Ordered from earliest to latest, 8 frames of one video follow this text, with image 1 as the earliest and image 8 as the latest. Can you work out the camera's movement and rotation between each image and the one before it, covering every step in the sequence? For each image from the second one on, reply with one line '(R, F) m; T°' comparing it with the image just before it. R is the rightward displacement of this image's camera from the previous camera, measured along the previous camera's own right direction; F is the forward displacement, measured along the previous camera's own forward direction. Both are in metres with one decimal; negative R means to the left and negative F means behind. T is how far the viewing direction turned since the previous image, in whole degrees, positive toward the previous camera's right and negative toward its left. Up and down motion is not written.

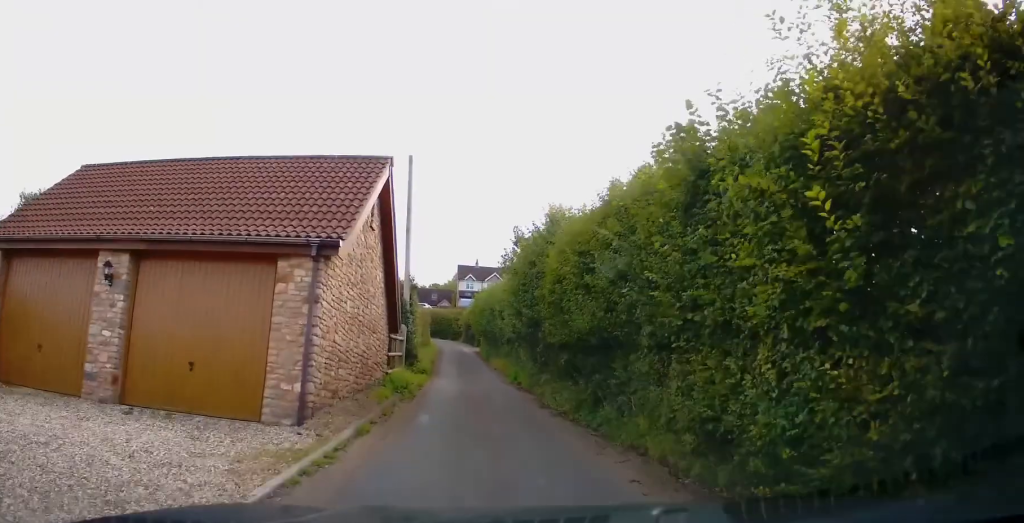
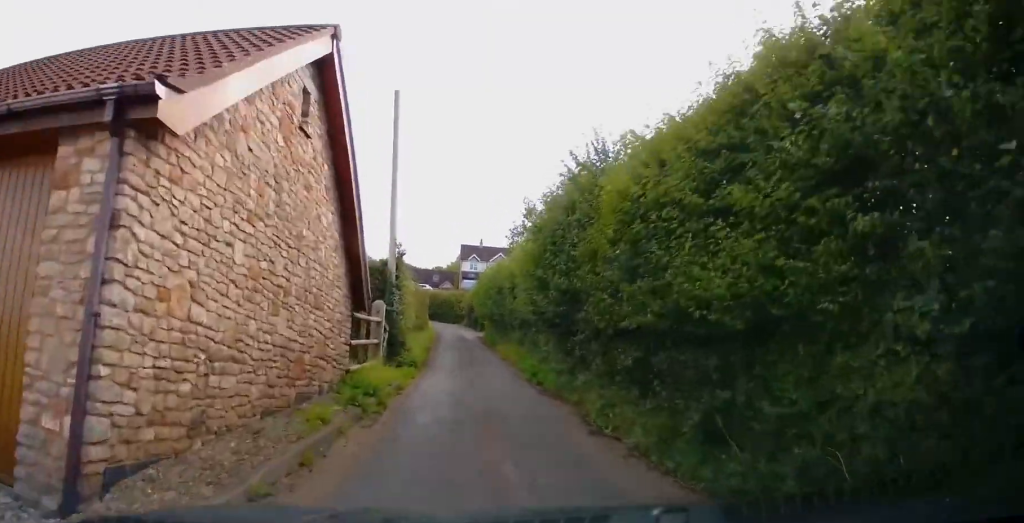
(+0.2, +5.6) m; +2°
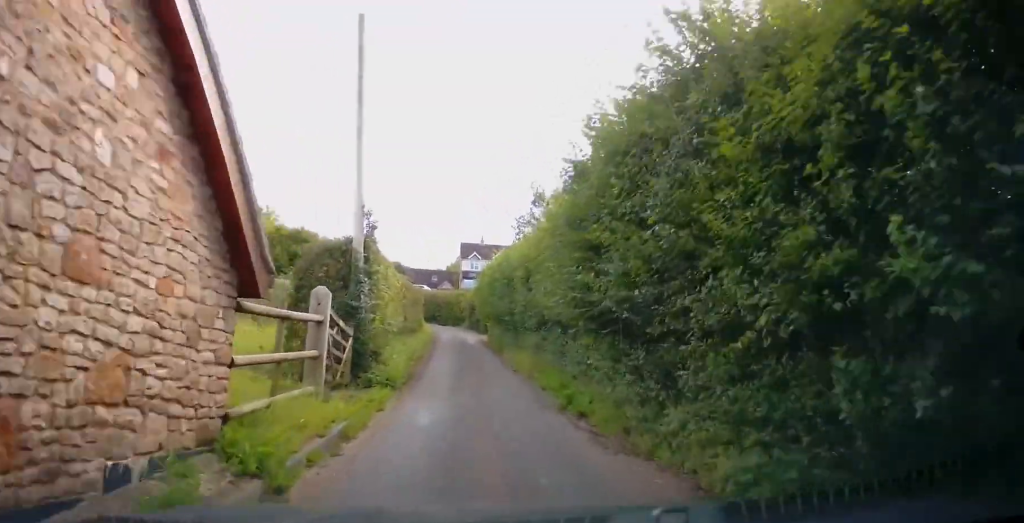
(0.0, +5.1) m; 0°
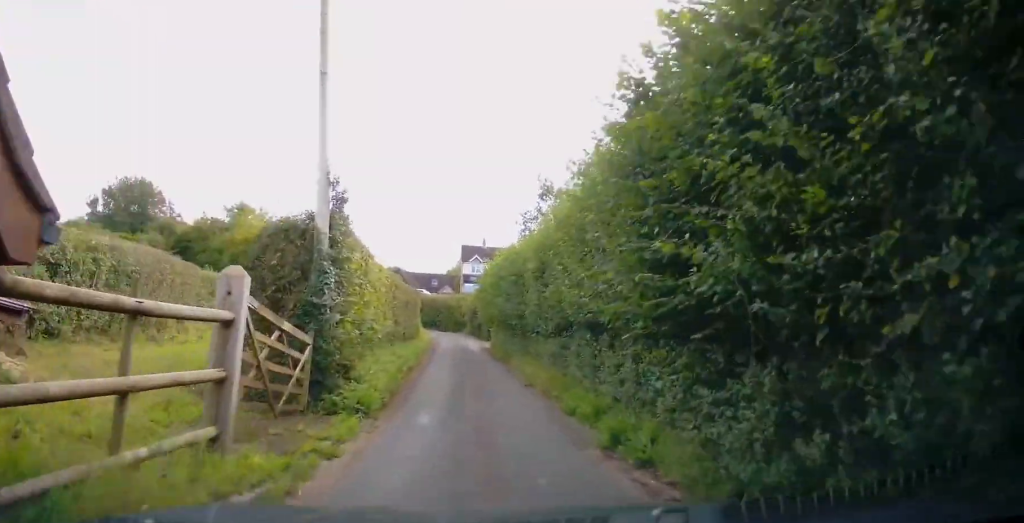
(0.0, +3.2) m; 0°
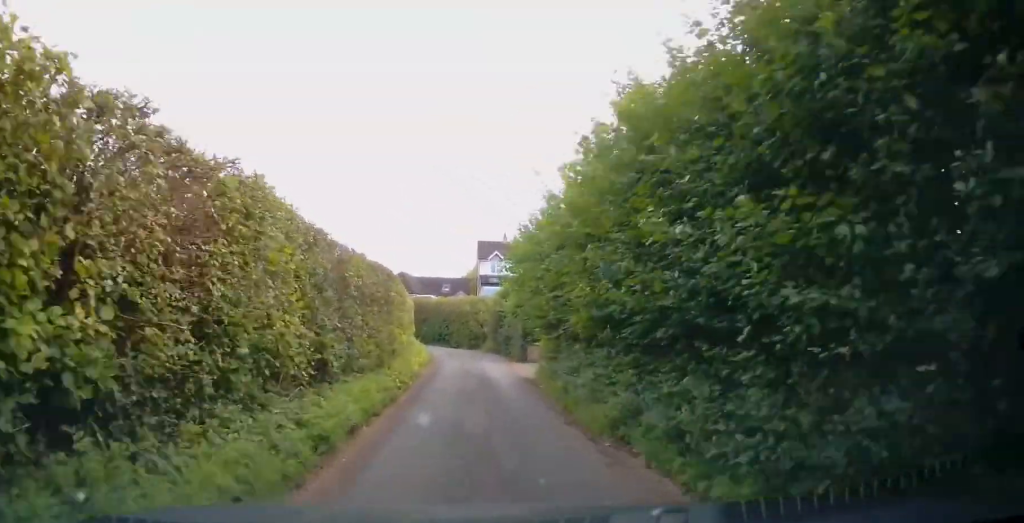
(-0.1, +15.2) m; 0°
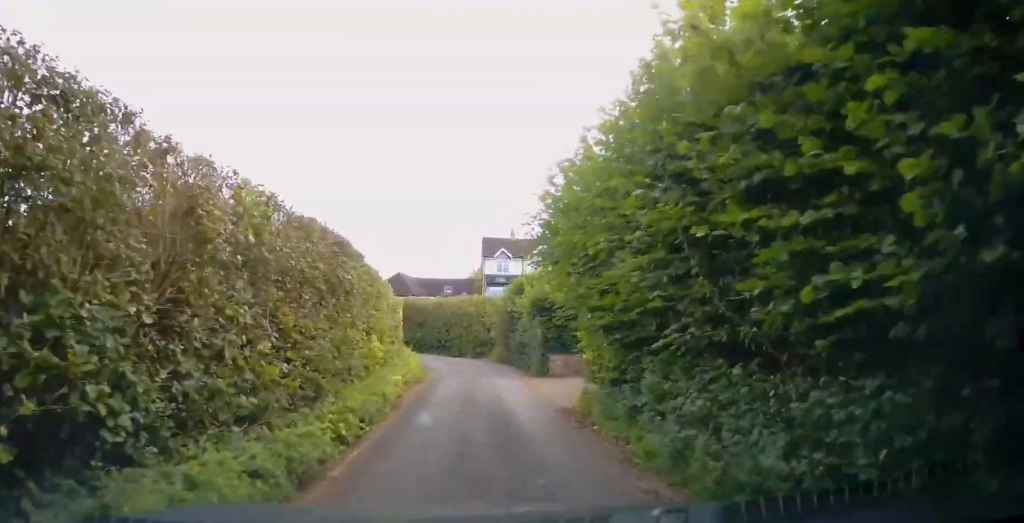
(0.0, +6.2) m; 0°
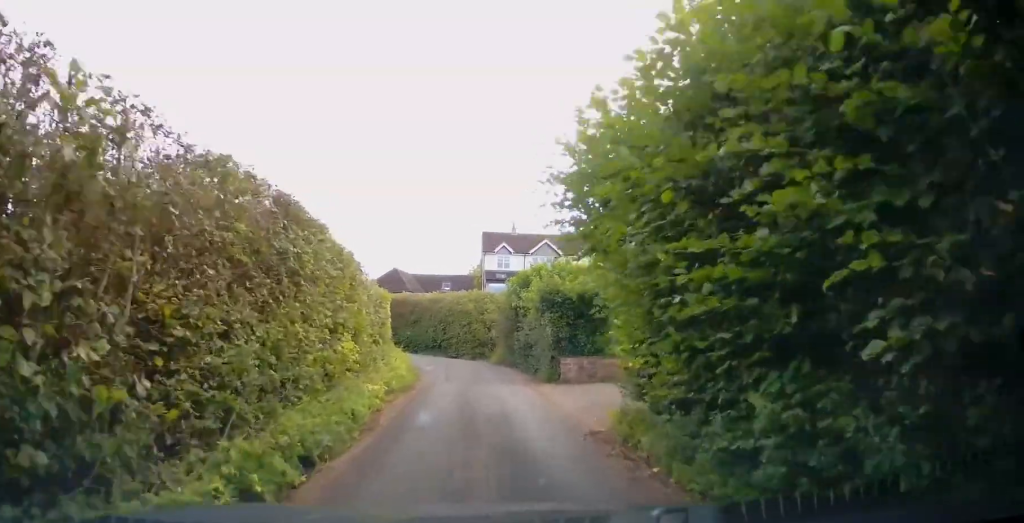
(0.0, +2.7) m; 0°
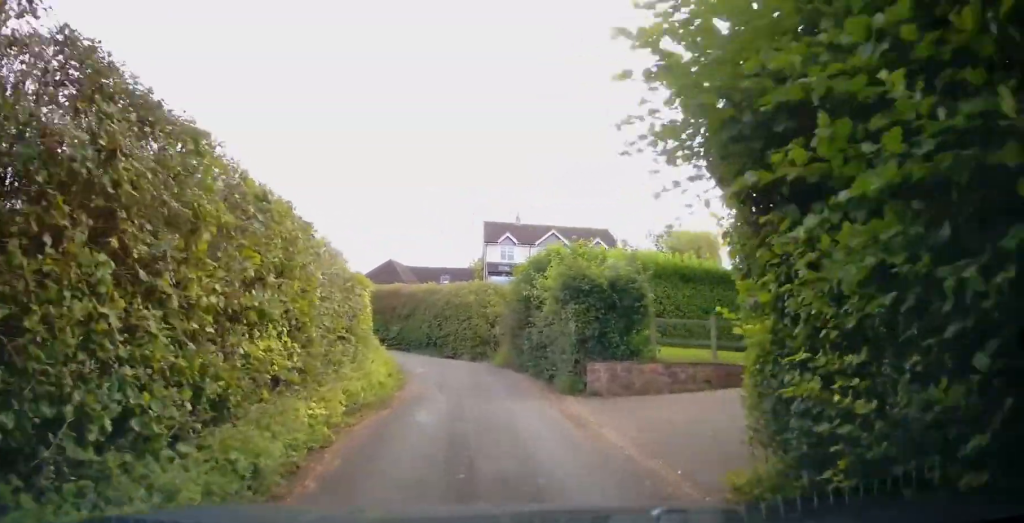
(0.0, +3.9) m; +1°
